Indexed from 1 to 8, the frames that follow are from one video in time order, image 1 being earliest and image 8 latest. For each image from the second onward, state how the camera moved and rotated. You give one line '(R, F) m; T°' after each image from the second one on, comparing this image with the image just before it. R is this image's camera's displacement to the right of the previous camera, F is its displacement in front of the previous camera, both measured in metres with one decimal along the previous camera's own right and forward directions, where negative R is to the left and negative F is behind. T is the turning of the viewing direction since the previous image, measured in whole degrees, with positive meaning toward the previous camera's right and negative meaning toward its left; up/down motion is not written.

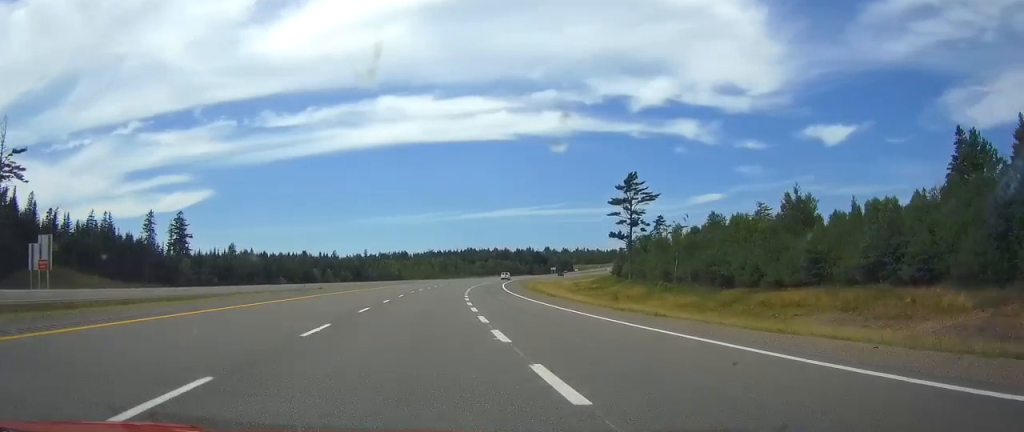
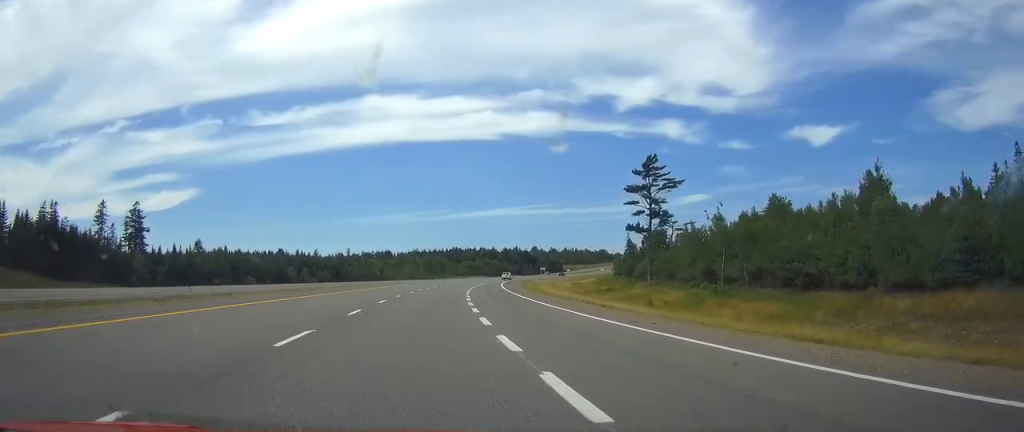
(+0.7, +19.9) m; +2°
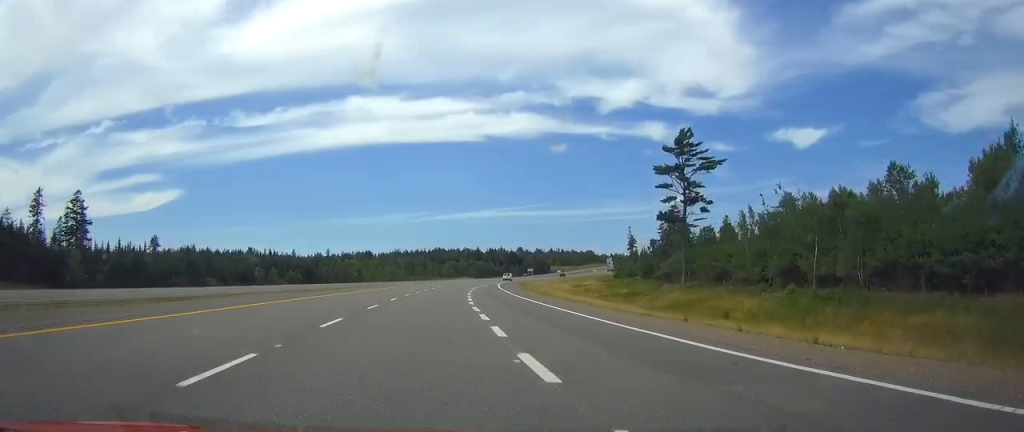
(+0.4, +22.3) m; +2°
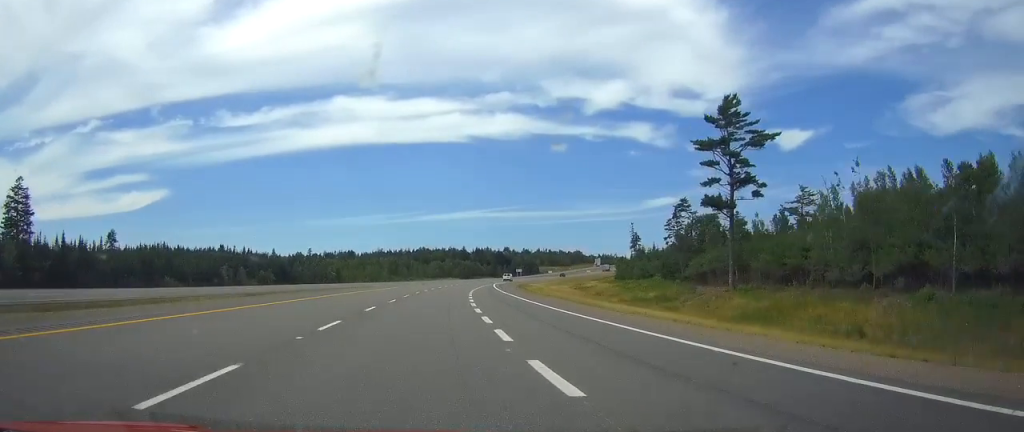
(+0.2, +18.8) m; +1°
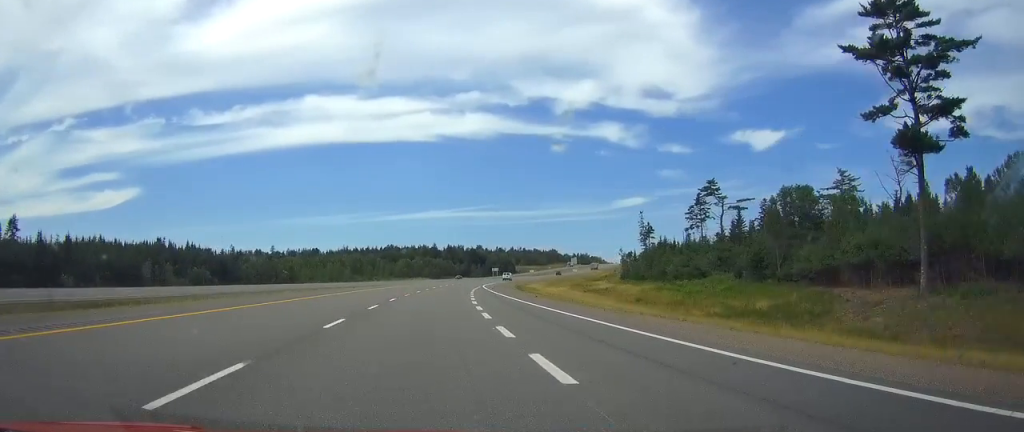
(+0.7, +35.3) m; +2°
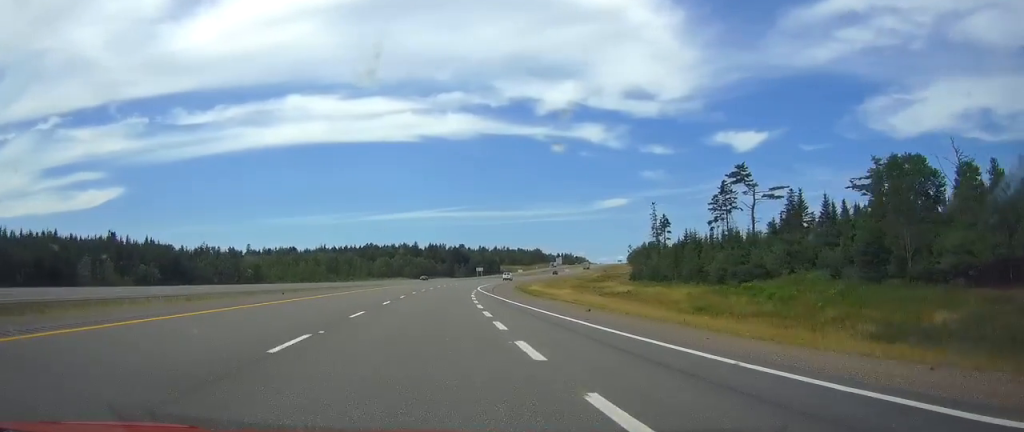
(+0.4, +22.4) m; +2°
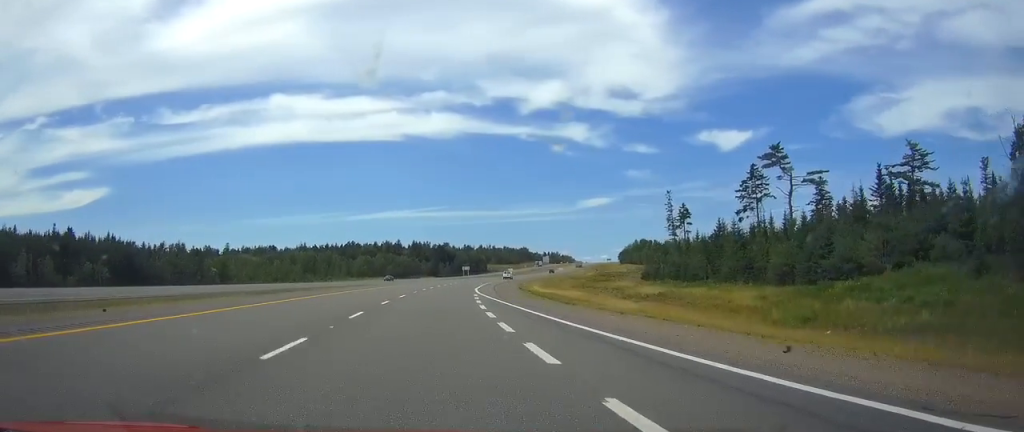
(+0.1, +18.9) m; +1°
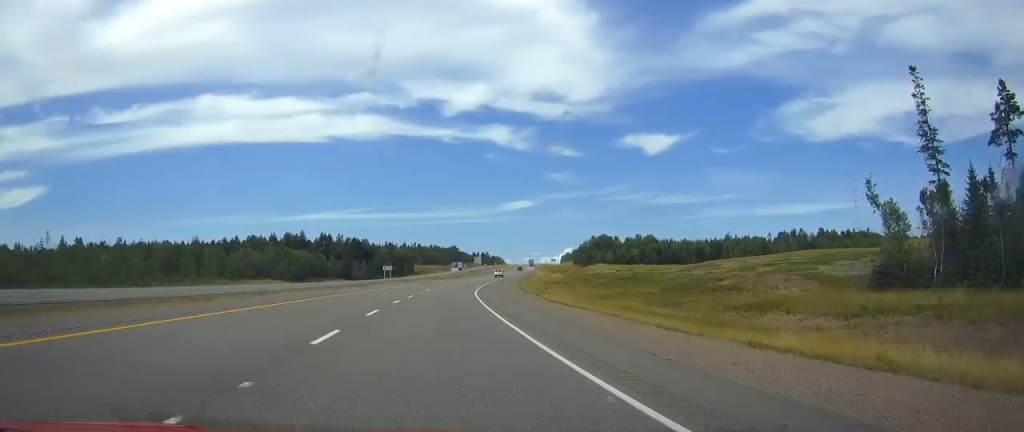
(+5.6, +86.7) m; +7°
